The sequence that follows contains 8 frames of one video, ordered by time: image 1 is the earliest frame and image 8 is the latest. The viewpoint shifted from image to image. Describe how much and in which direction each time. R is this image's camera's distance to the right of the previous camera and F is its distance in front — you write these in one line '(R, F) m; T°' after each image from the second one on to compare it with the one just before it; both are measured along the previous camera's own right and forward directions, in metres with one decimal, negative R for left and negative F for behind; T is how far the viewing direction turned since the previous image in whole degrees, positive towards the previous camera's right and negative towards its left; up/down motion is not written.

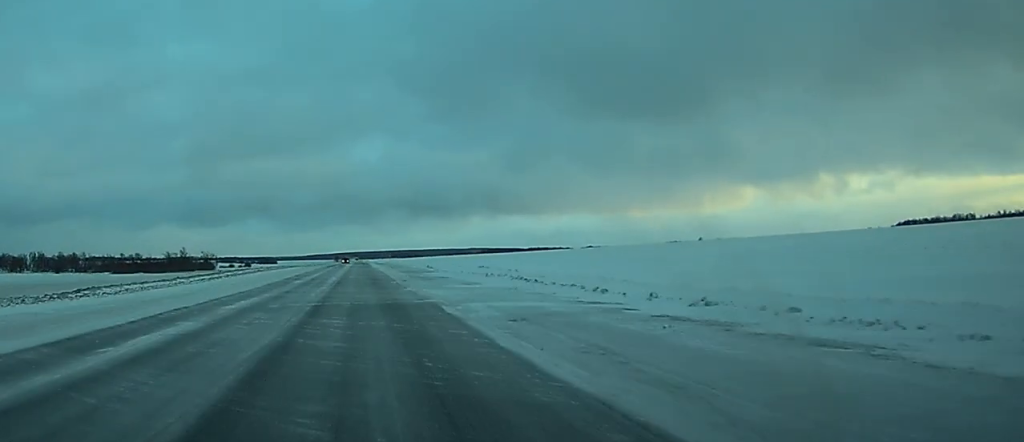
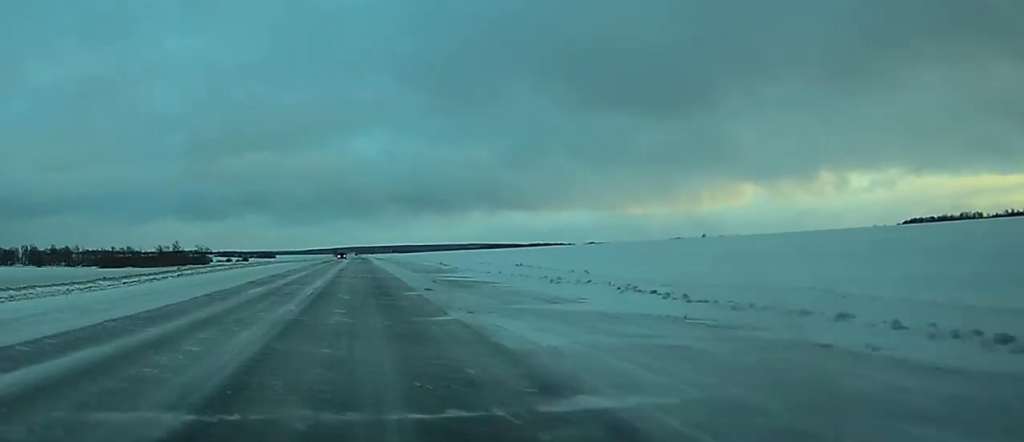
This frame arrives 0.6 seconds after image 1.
(0.0, +17.5) m; 0°
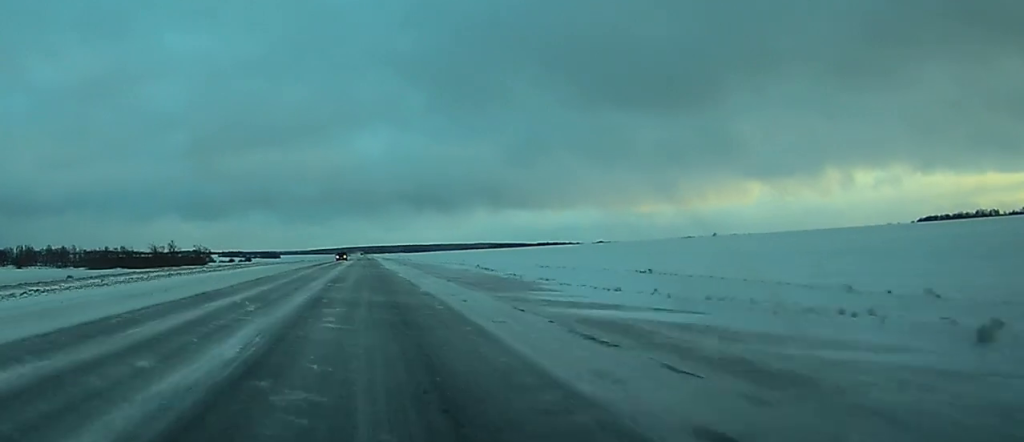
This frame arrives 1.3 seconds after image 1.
(0.0, +23.7) m; 0°
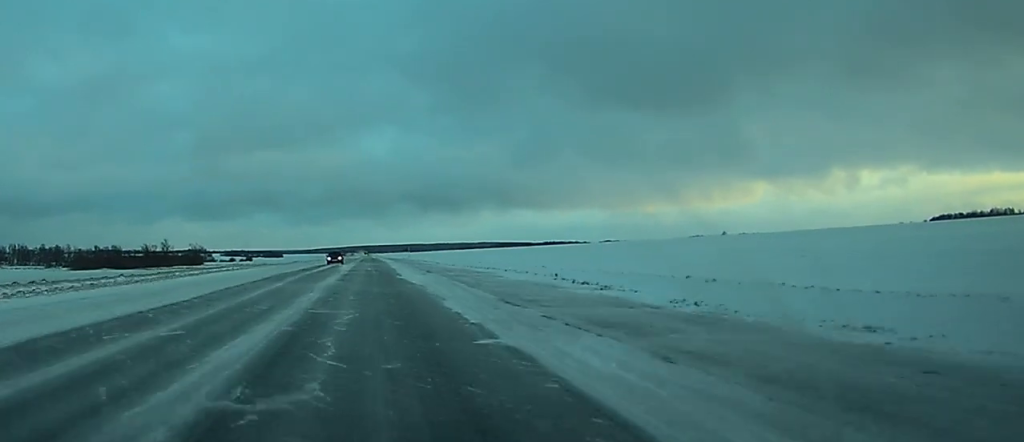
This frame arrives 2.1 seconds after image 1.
(-0.1, +23.7) m; 0°
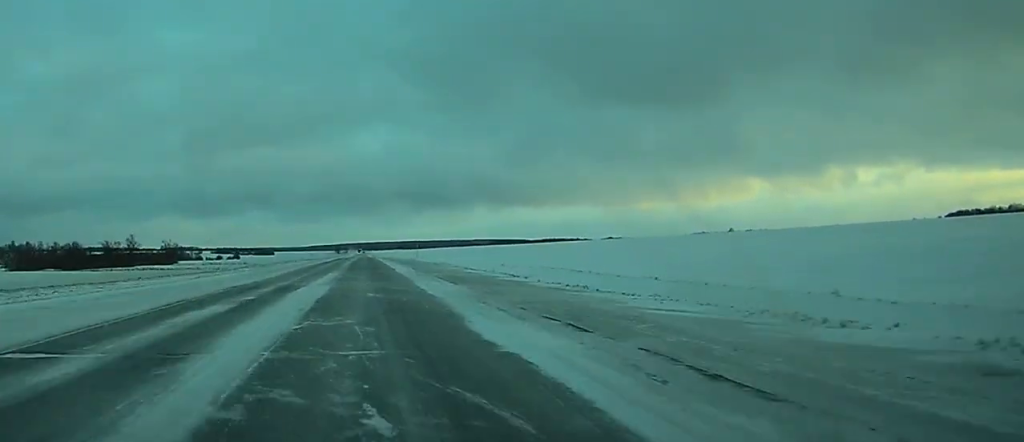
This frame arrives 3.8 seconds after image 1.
(0.0, +52.3) m; 0°
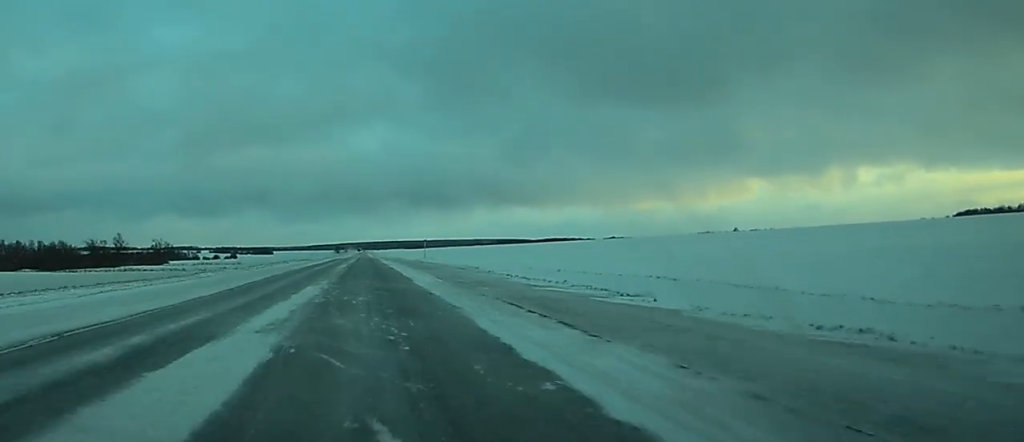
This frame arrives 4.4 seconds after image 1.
(0.0, +19.3) m; 0°
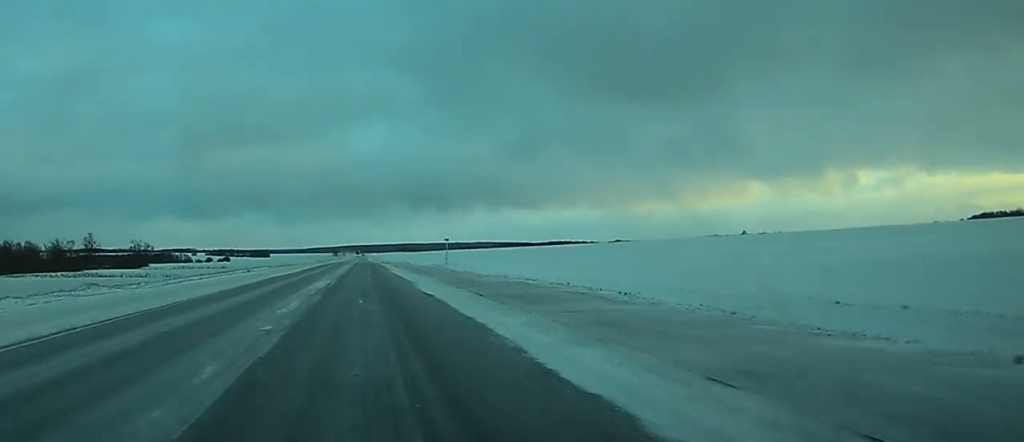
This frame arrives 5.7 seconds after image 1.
(+0.1, +37.3) m; 0°
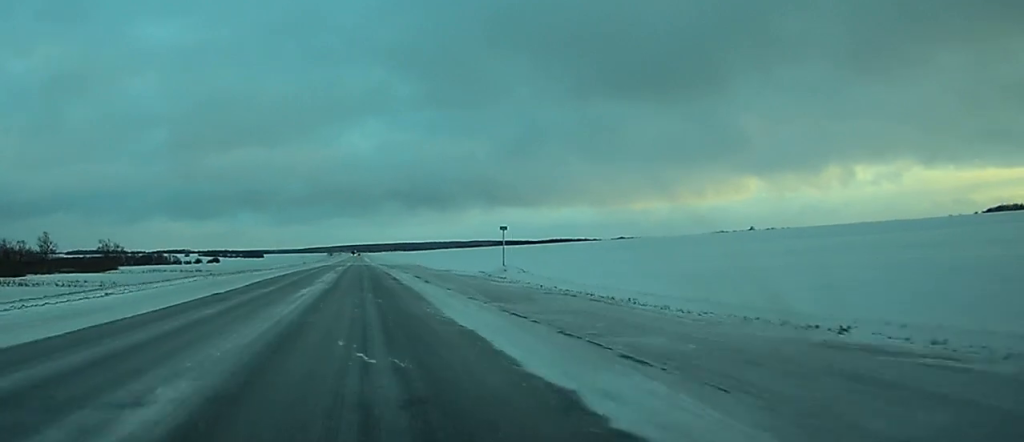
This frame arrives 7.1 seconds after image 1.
(+0.1, +42.0) m; 0°
